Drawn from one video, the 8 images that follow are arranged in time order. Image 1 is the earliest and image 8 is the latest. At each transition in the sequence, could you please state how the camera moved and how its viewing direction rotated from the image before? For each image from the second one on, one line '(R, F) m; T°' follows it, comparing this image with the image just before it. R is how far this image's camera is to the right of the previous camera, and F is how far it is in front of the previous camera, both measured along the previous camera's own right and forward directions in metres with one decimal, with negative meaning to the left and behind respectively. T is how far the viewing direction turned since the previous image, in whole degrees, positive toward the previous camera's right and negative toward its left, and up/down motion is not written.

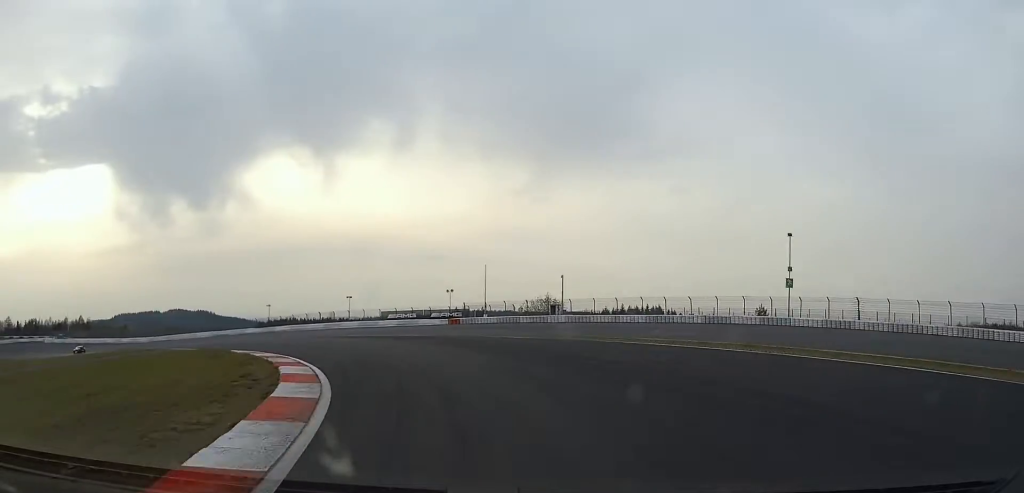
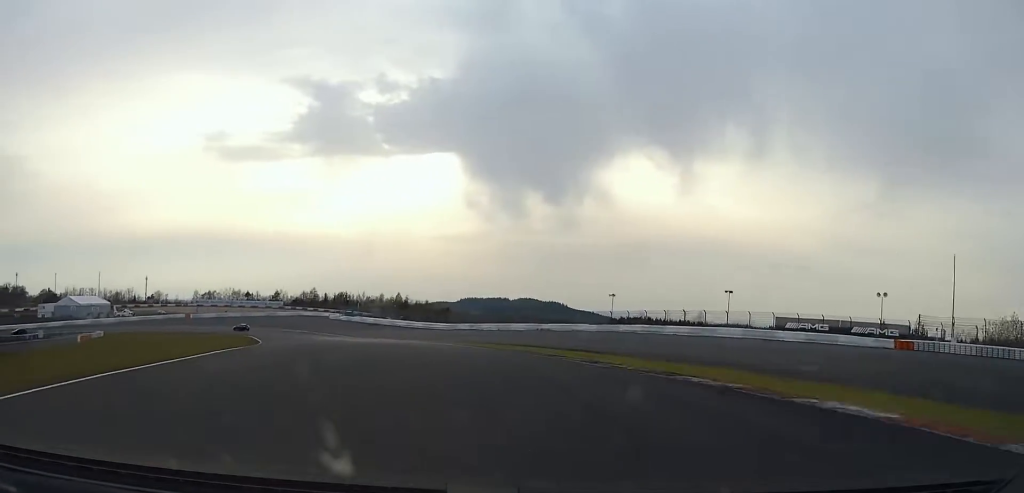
(-16.8, +43.4) m; -33°
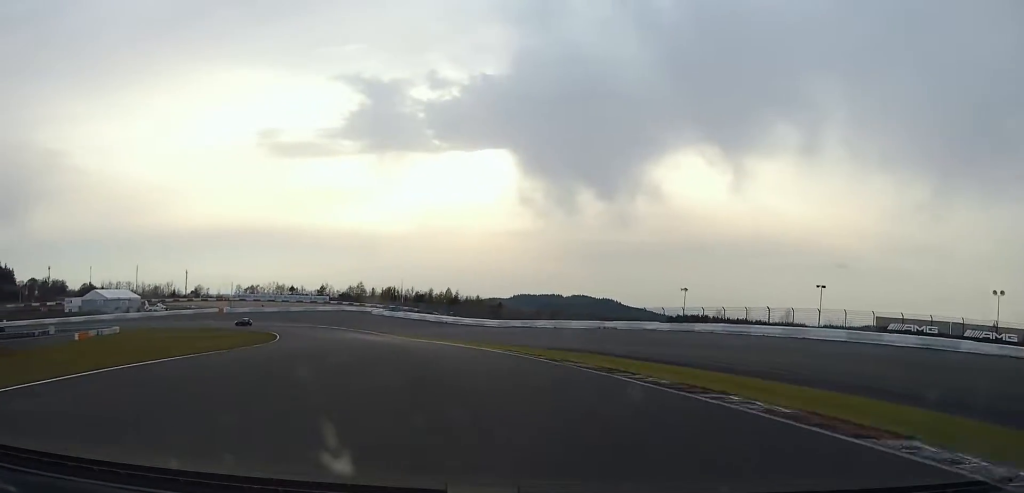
(-0.7, +13.3) m; -5°
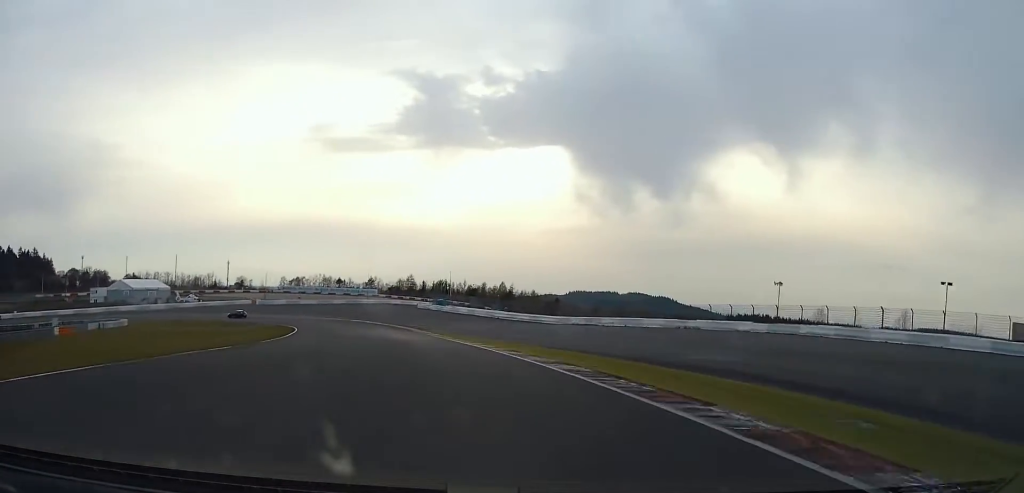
(-0.6, +15.5) m; -3°
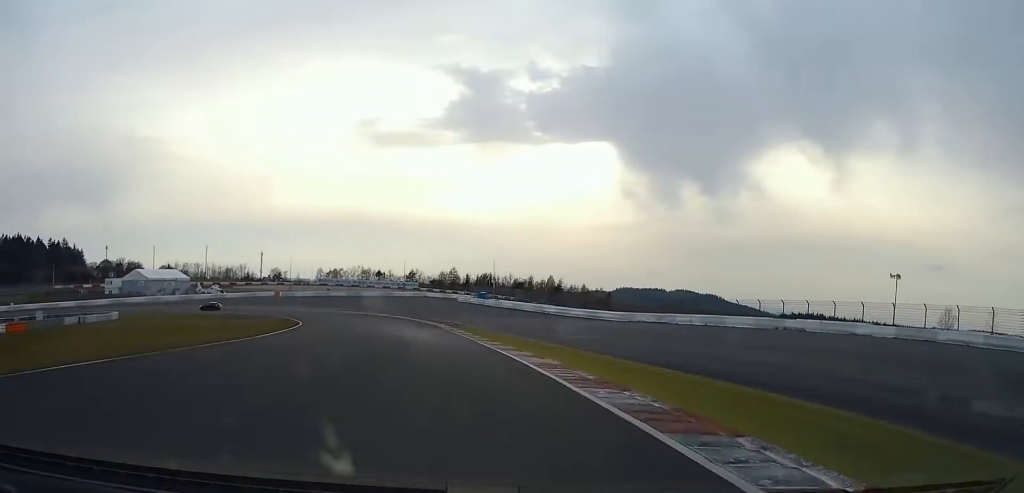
(+0.3, +17.2) m; -4°
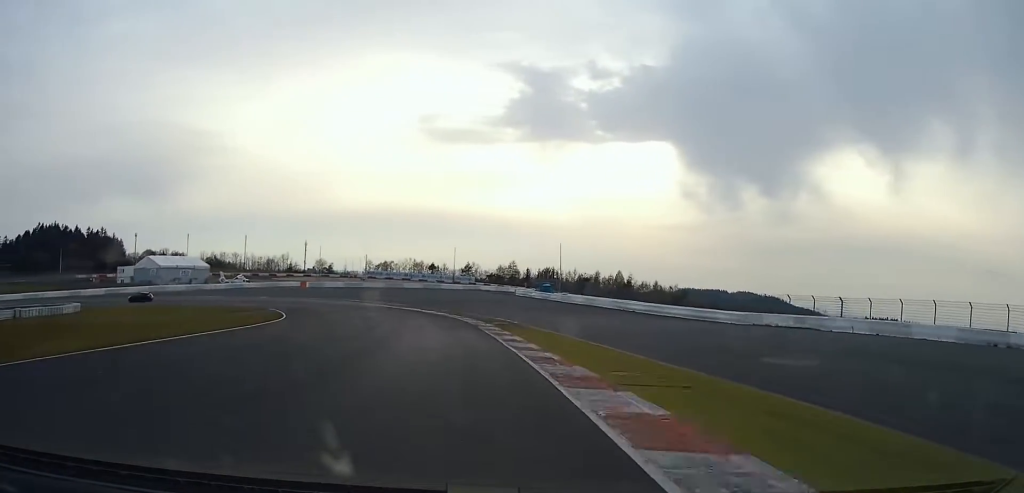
(-2.0, +25.5) m; -6°
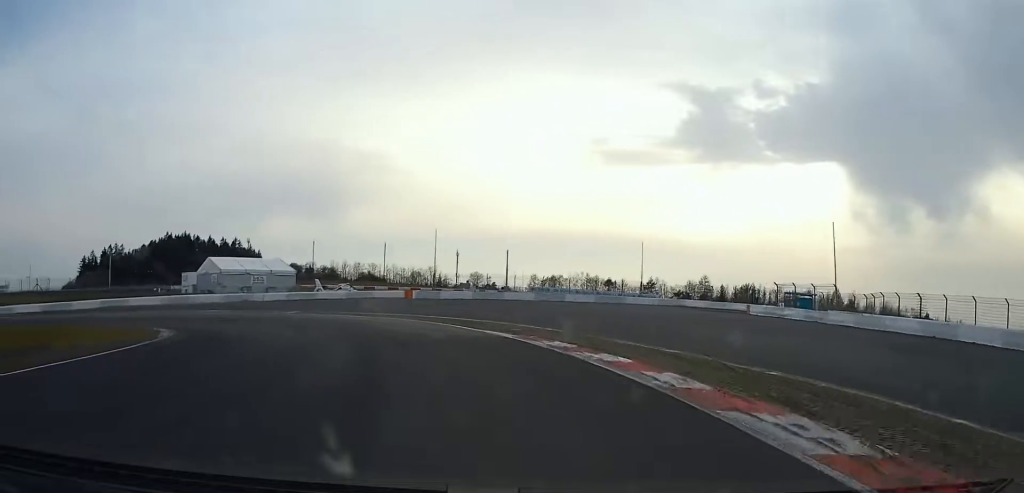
(-8.3, +54.6) m; -21°
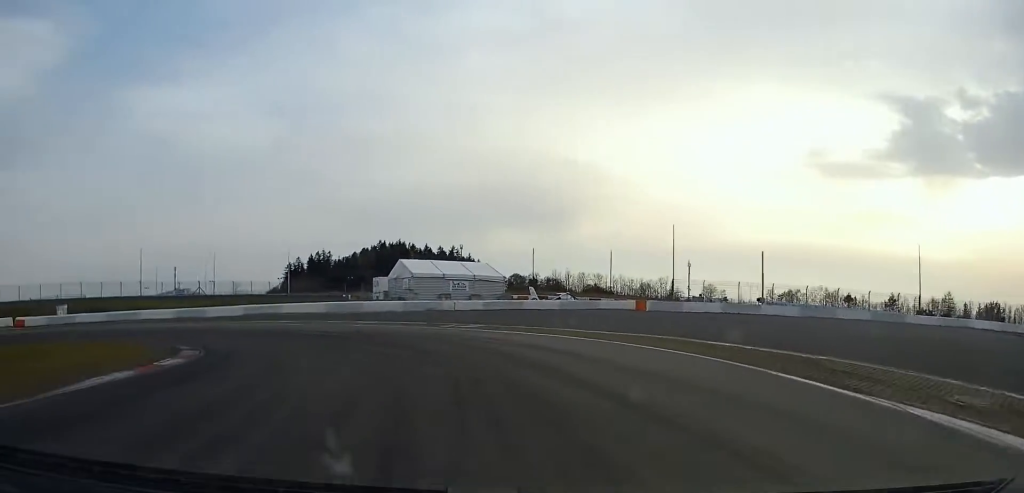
(-2.7, +22.1) m; -17°
